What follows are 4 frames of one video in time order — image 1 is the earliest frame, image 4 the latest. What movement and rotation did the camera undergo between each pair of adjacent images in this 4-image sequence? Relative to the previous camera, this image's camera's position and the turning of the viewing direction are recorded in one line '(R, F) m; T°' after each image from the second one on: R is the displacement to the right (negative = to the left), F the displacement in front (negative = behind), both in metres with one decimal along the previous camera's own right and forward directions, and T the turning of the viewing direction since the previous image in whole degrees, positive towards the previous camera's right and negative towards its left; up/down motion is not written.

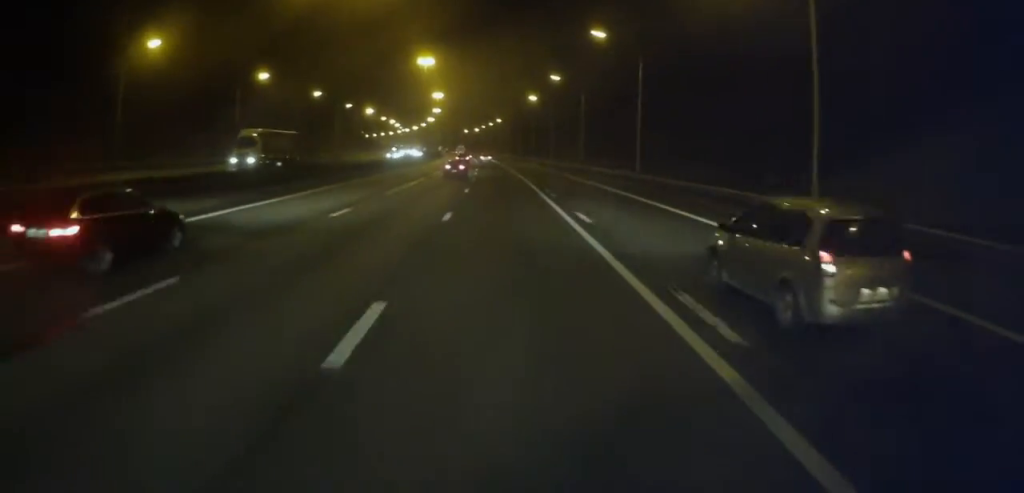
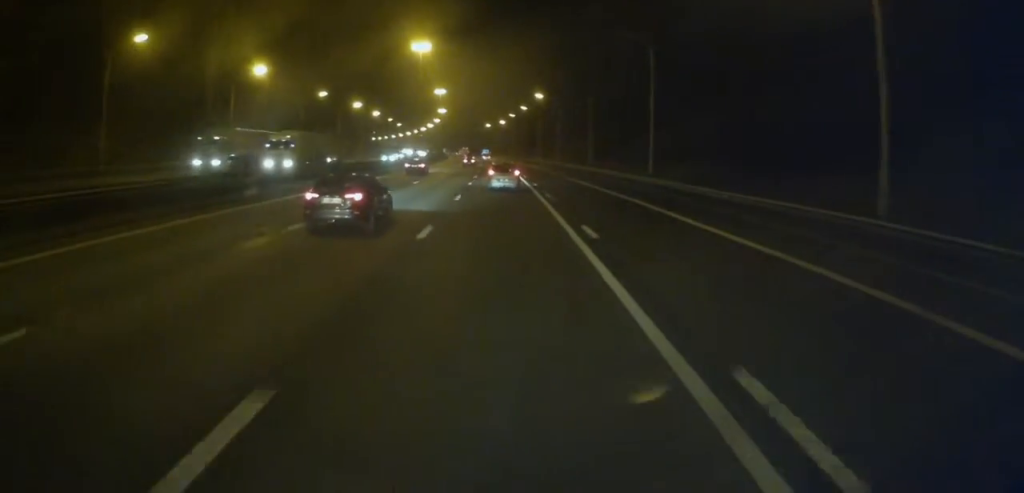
(-2.8, +104.9) m; -3°
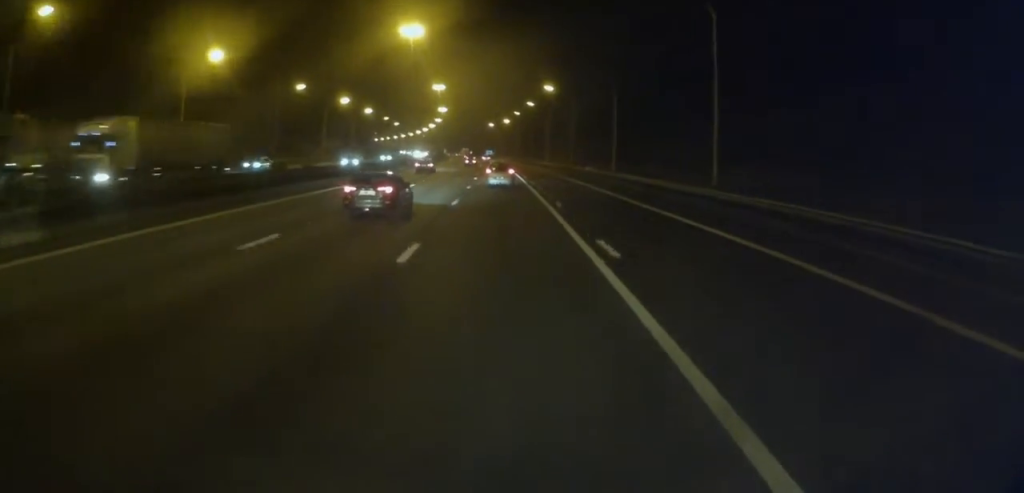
(0.0, +15.7) m; 0°
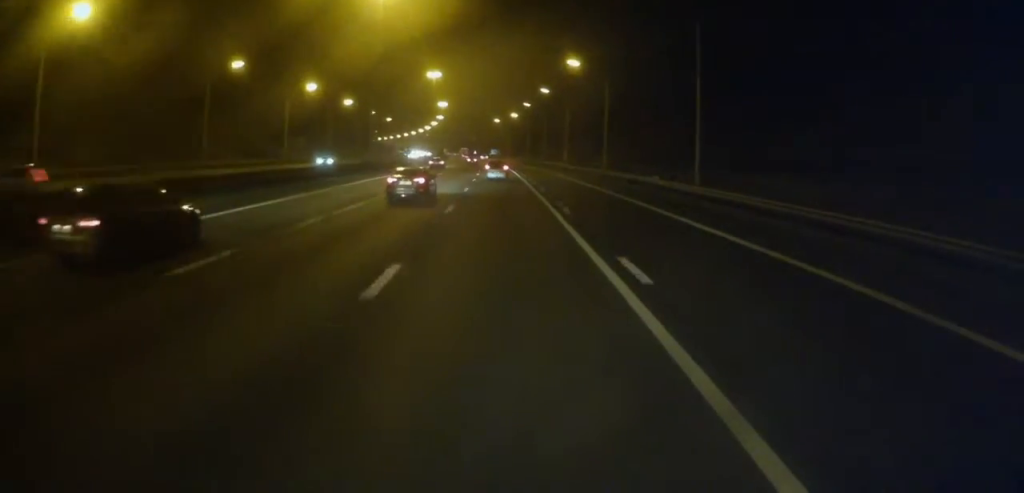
(-0.2, +28.3) m; 0°
